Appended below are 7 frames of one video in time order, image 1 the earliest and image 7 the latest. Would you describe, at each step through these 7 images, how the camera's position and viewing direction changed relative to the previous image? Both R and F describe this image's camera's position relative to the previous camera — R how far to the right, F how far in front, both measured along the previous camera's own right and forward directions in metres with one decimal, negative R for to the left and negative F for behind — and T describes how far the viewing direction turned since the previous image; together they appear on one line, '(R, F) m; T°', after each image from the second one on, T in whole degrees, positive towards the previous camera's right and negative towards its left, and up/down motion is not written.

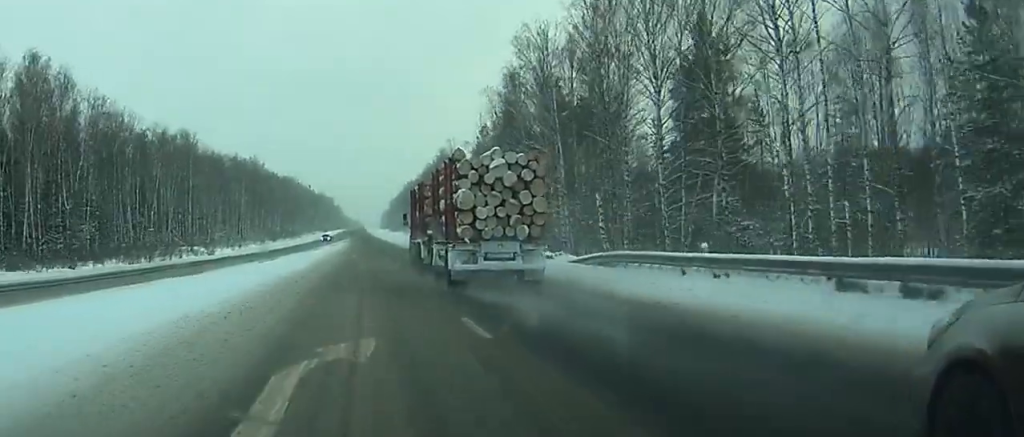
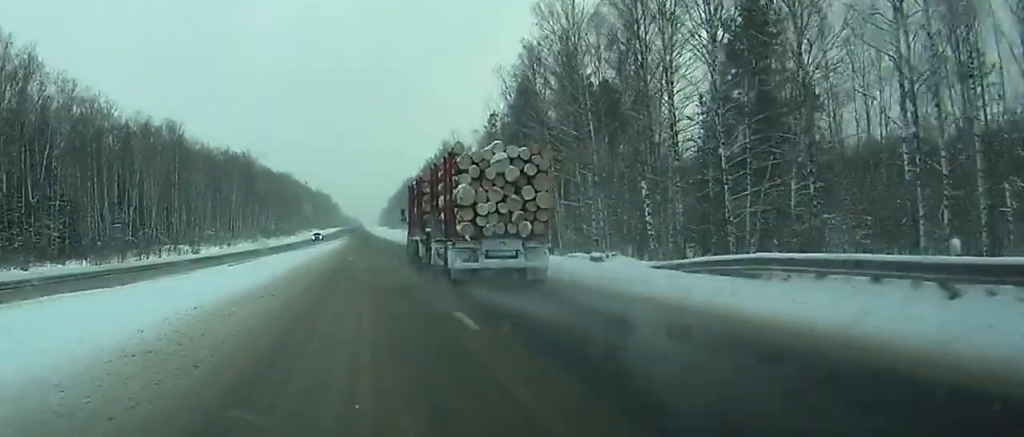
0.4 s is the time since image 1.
(0.0, +11.4) m; 0°
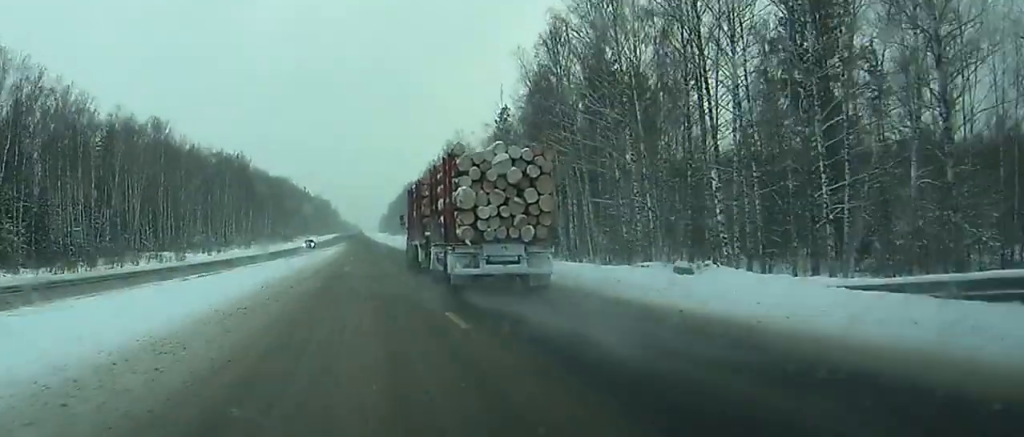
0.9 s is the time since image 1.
(0.0, +11.4) m; 0°
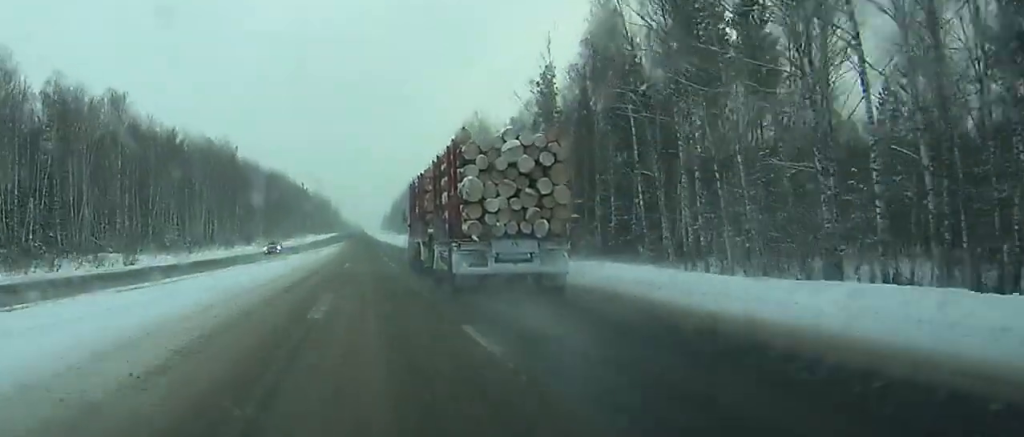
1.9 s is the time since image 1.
(0.0, +27.8) m; 0°
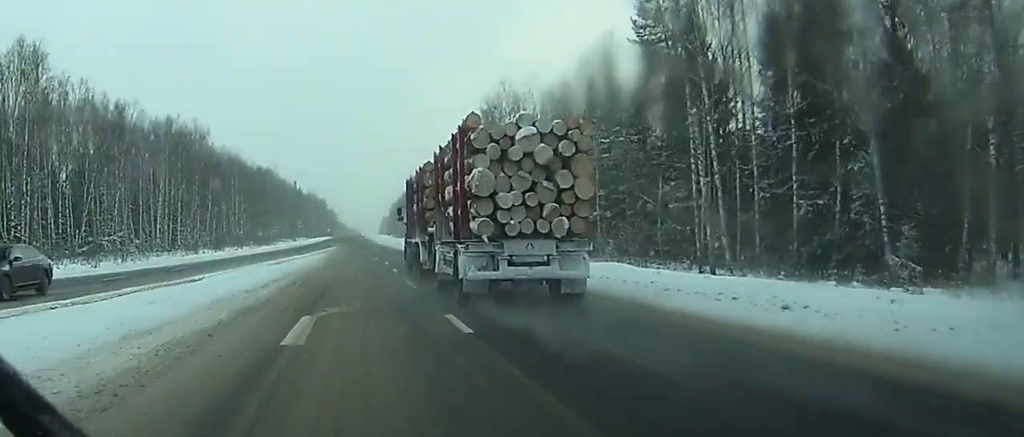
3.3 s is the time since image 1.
(+0.1, +33.7) m; 0°
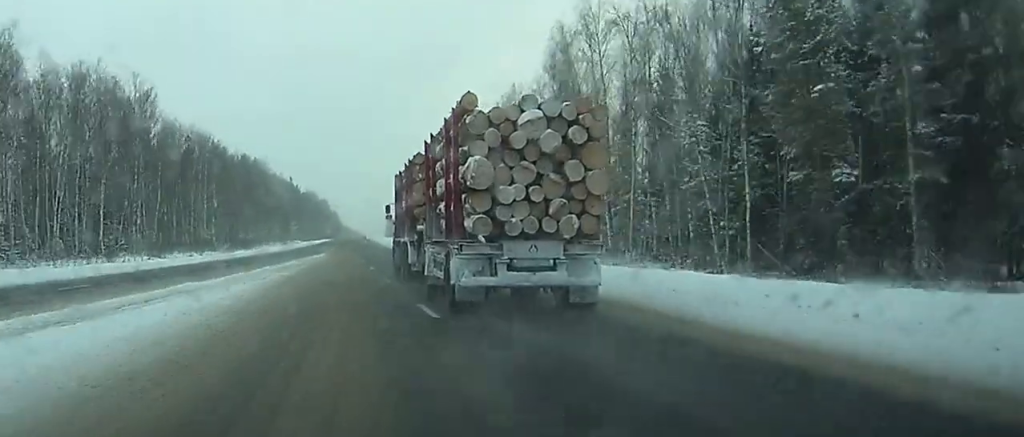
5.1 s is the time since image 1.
(0.0, +44.7) m; 0°
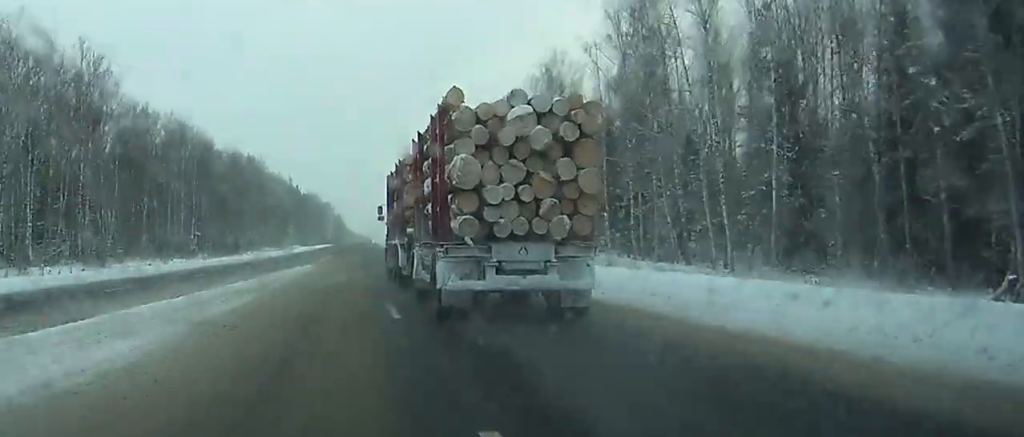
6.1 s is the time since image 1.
(0.0, +22.4) m; 0°
